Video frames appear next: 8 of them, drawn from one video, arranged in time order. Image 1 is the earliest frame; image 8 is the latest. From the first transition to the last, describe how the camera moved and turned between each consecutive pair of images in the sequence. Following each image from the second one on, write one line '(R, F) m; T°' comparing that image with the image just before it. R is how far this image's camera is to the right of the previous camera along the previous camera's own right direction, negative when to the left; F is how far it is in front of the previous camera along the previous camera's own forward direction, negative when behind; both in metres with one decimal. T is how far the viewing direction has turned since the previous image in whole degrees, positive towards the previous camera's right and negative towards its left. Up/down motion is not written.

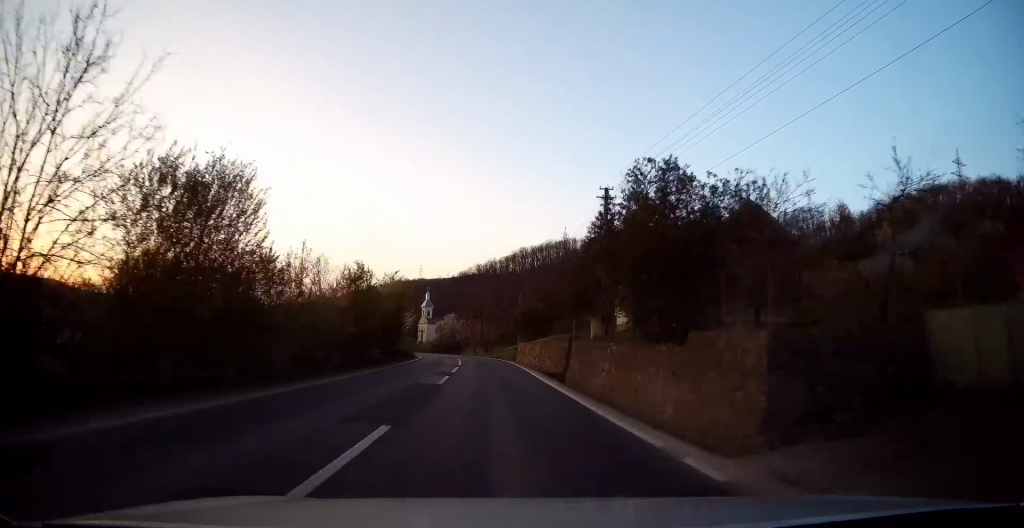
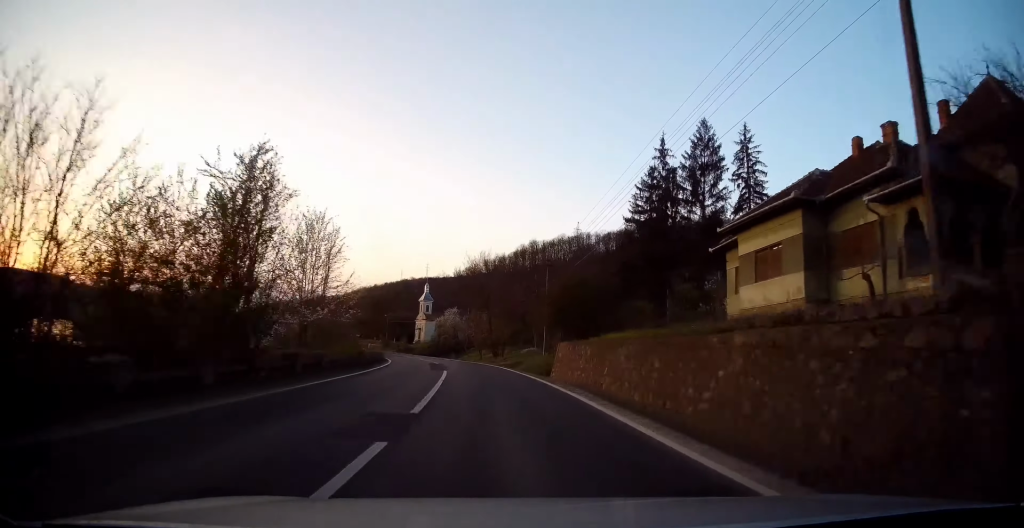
(-0.1, +22.7) m; -1°
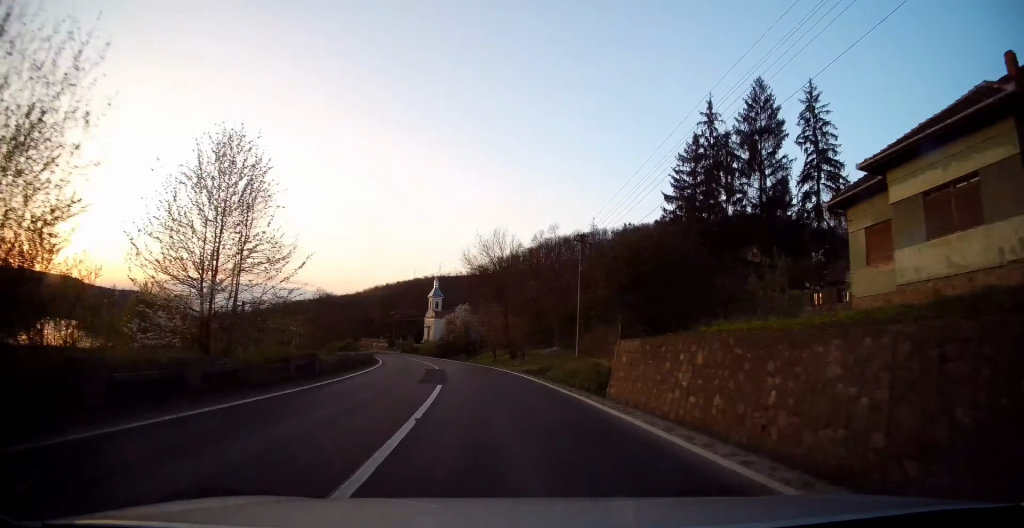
(+0.1, +10.1) m; -1°
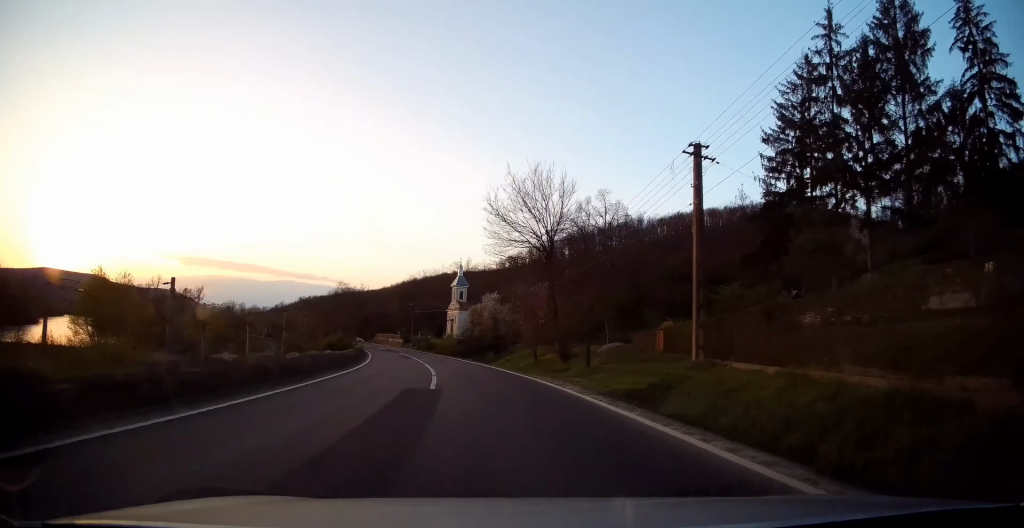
(-0.4, +16.1) m; -3°
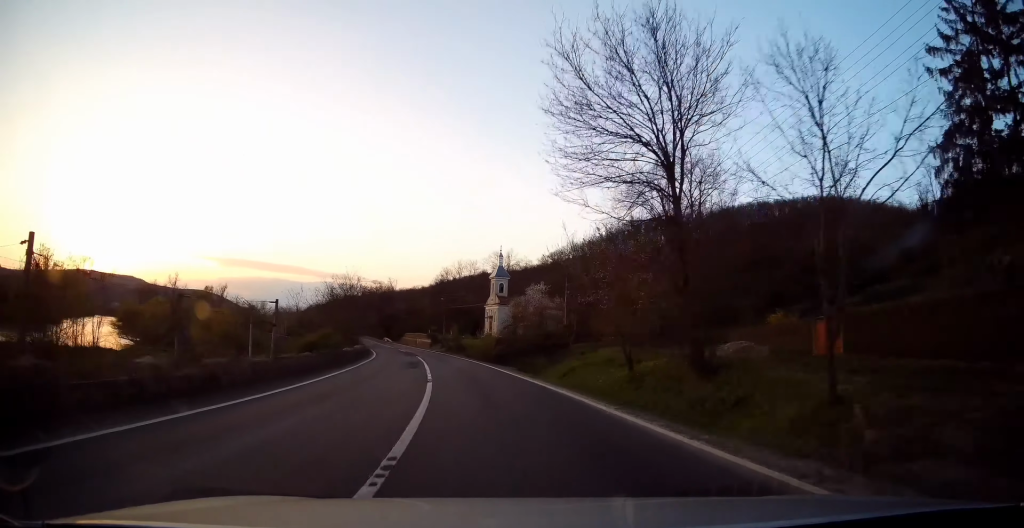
(-0.5, +16.0) m; -3°
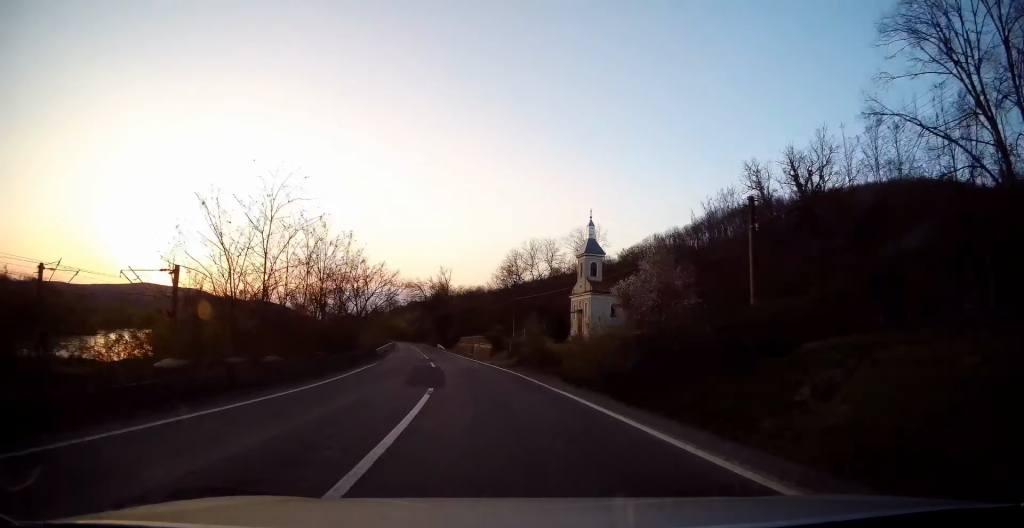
(-1.5, +29.6) m; -7°
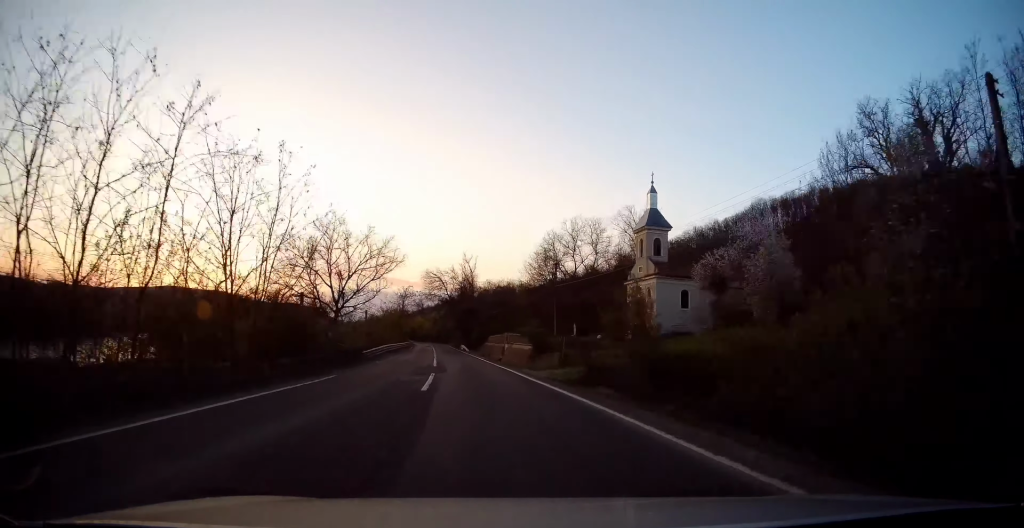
(-0.6, +15.3) m; -4°
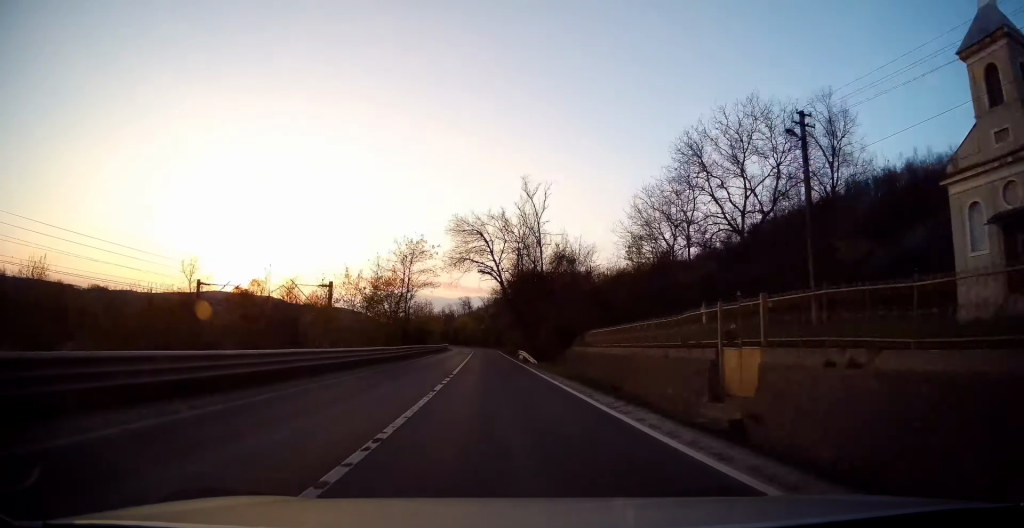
(-2.5, +37.3) m; -7°
